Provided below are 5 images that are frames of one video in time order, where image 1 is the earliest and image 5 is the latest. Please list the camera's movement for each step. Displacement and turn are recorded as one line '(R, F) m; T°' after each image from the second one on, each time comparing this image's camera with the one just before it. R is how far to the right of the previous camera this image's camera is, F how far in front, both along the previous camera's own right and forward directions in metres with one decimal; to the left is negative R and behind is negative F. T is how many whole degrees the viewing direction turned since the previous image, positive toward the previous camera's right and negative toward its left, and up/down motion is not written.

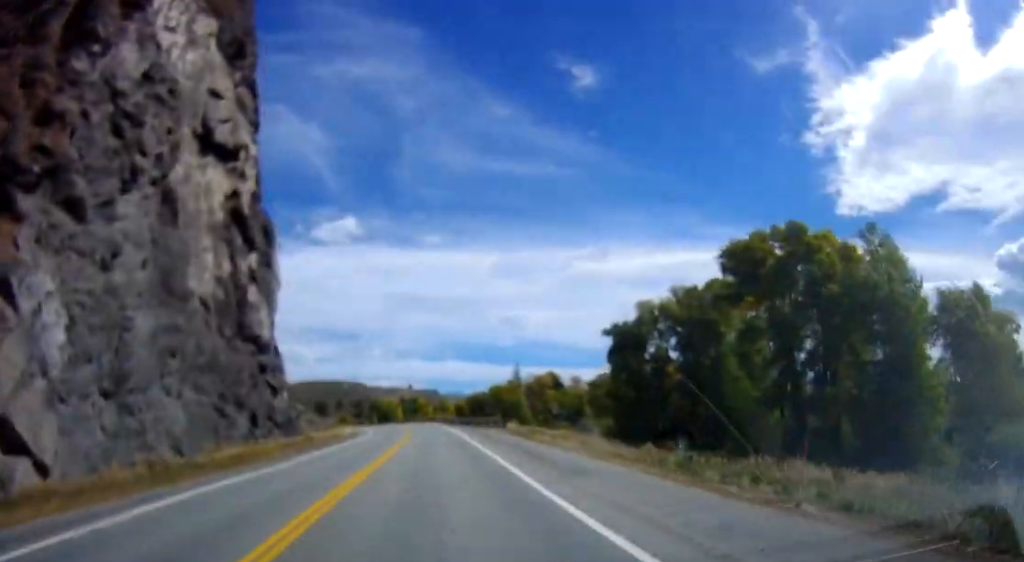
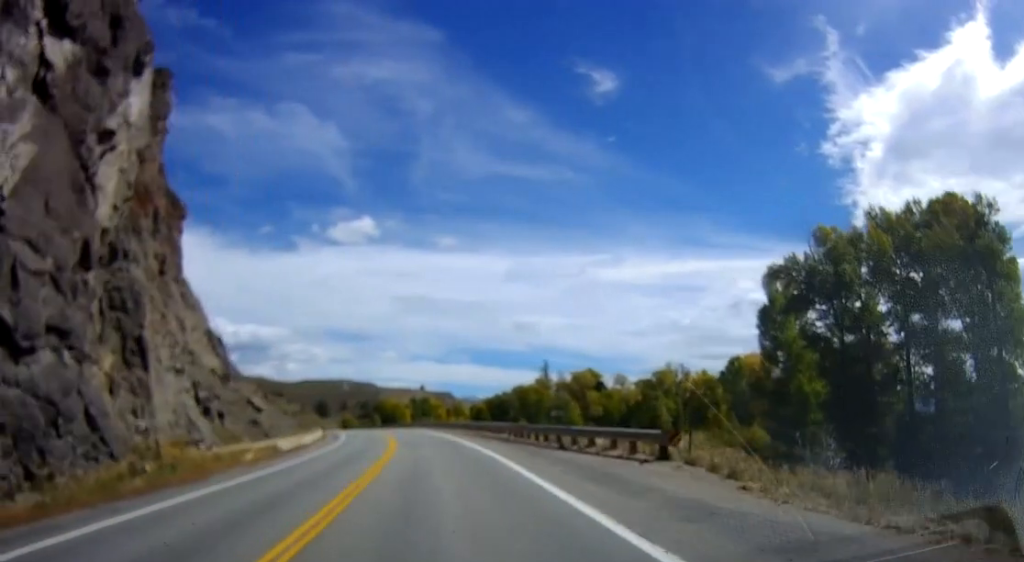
(-0.3, +36.4) m; -1°
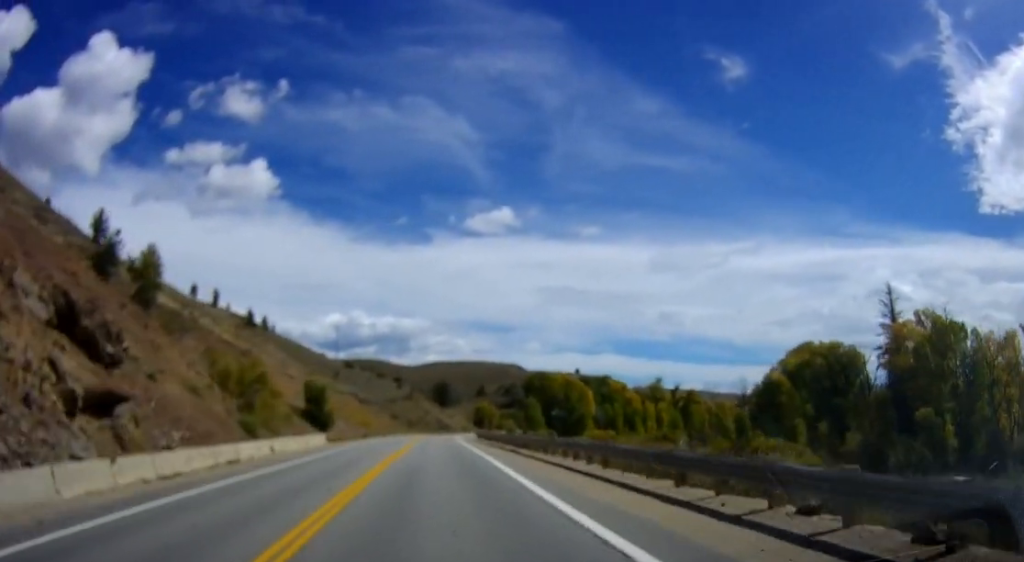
(-7.2, +117.9) m; -9°
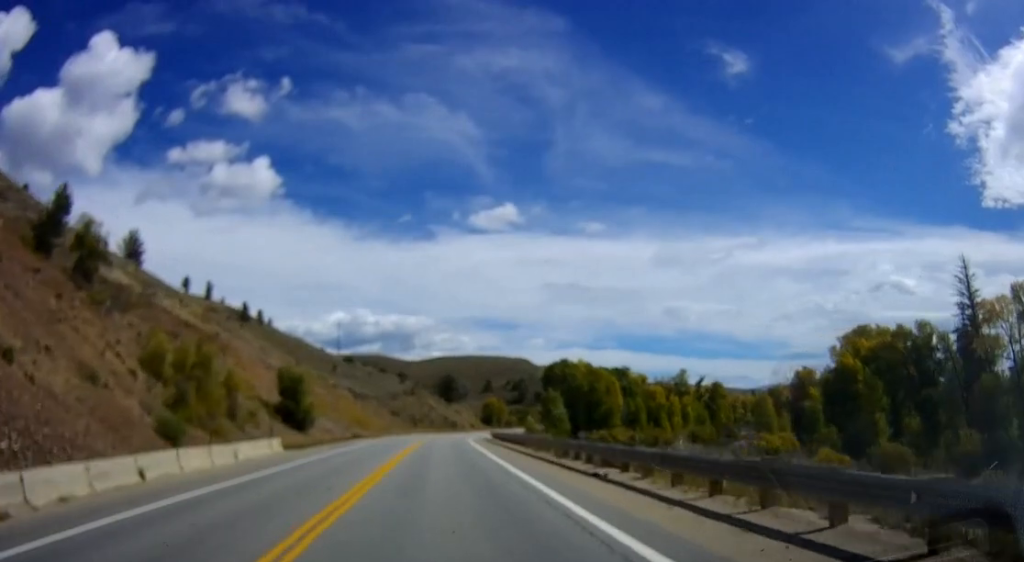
(-0.2, +16.8) m; -1°
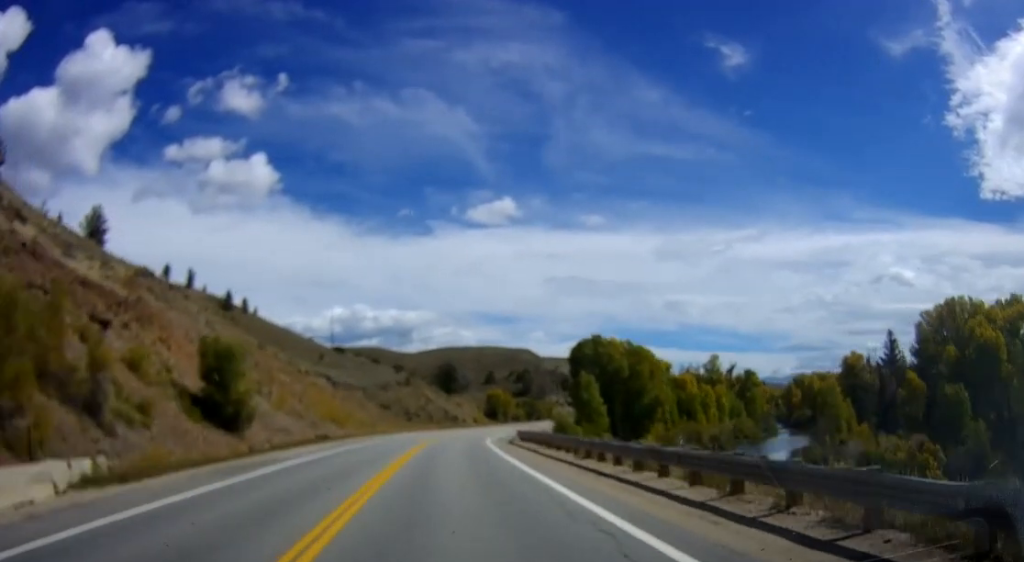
(-0.3, +23.5) m; -2°
